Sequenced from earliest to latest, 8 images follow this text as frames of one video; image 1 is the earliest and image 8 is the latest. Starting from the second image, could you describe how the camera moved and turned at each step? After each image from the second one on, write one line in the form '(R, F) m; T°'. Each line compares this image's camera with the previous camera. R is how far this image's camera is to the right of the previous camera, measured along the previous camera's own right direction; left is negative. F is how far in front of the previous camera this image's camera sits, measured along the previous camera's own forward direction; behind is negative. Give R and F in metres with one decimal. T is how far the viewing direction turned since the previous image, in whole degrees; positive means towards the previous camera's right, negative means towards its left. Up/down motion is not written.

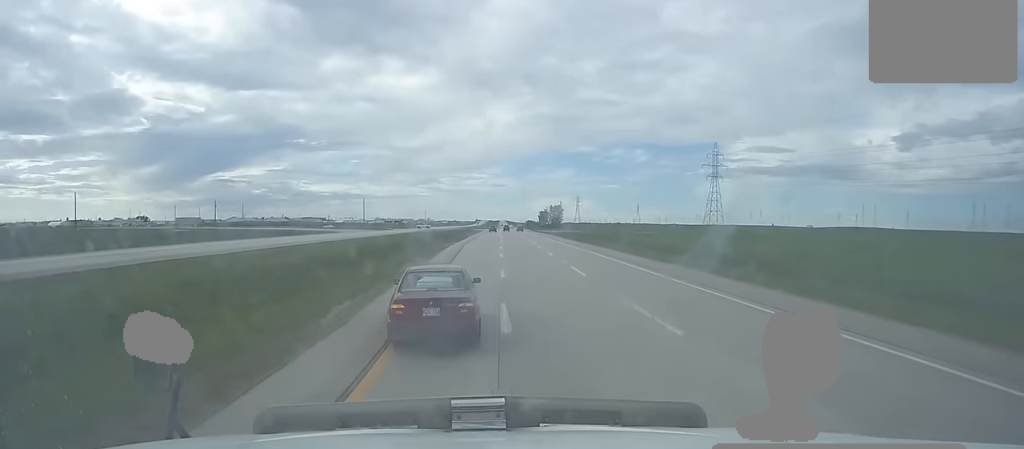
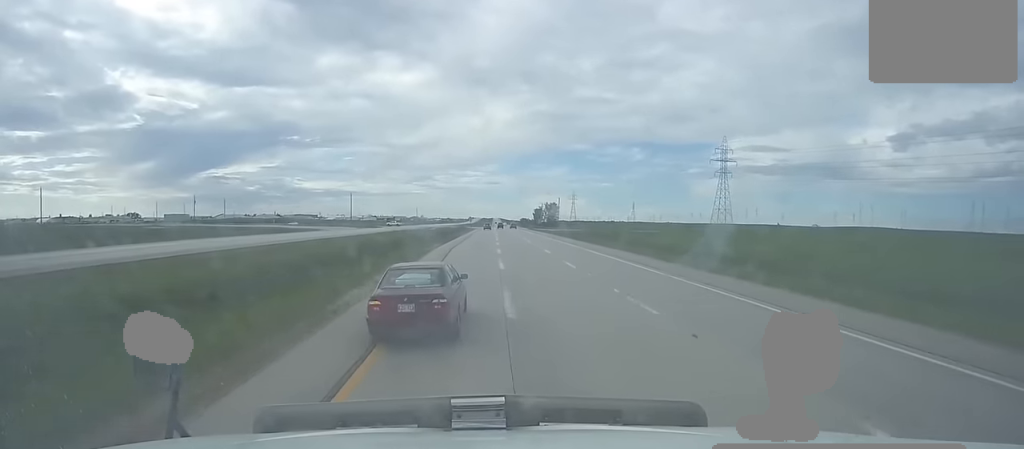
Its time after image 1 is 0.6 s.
(-0.1, +10.4) m; 0°
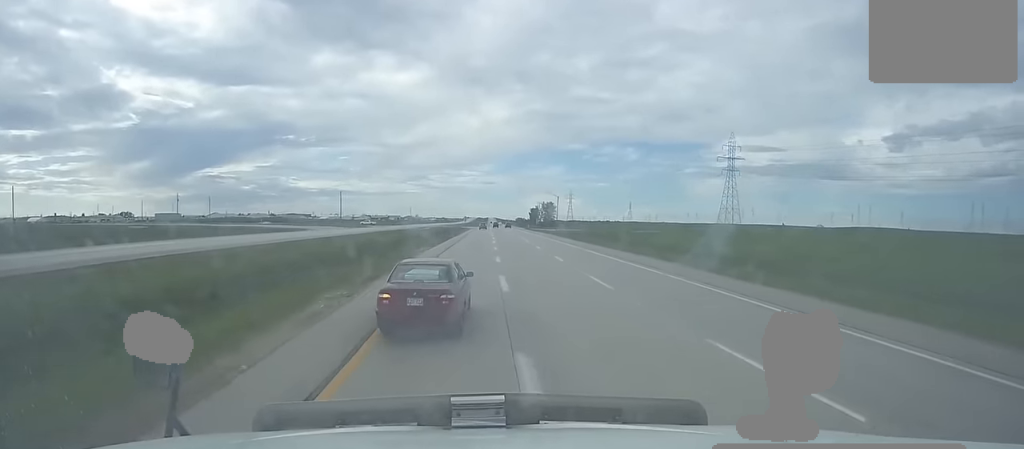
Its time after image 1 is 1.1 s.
(-0.1, +7.9) m; +1°
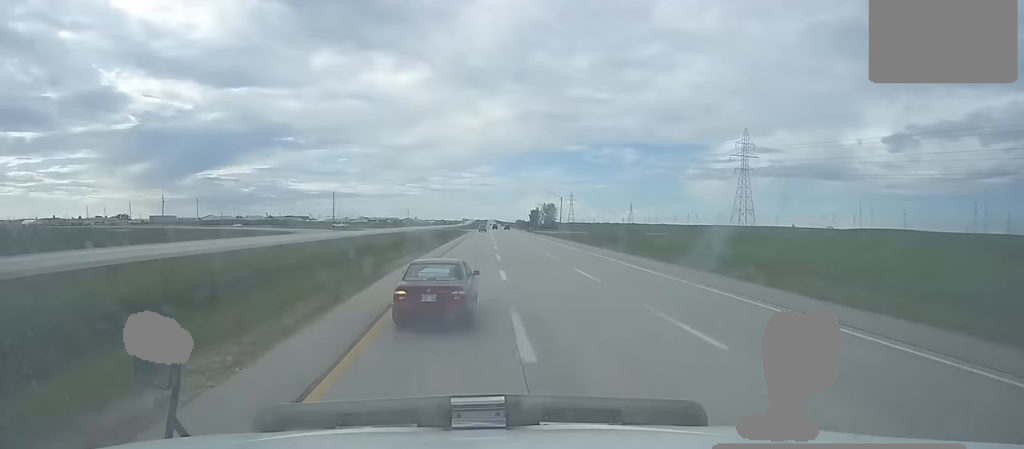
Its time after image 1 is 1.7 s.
(+0.1, +8.7) m; 0°
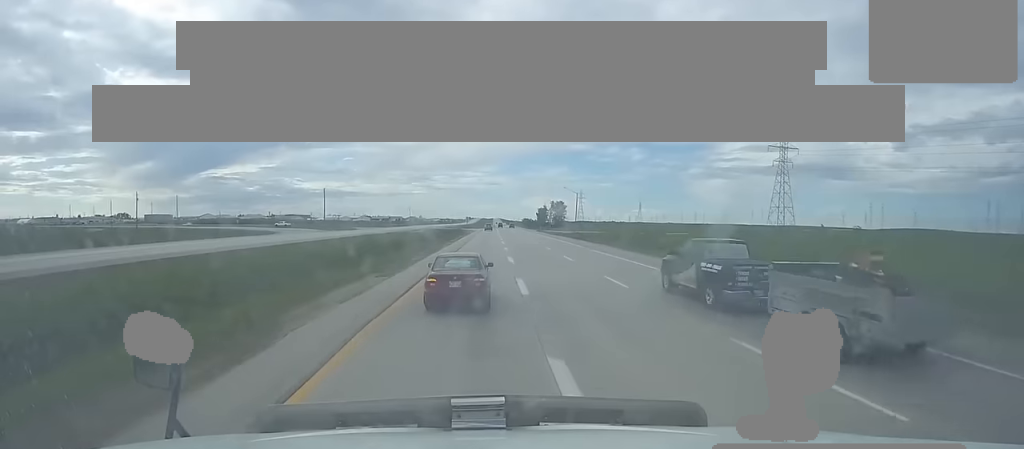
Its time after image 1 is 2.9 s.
(+0.1, +17.0) m; 0°
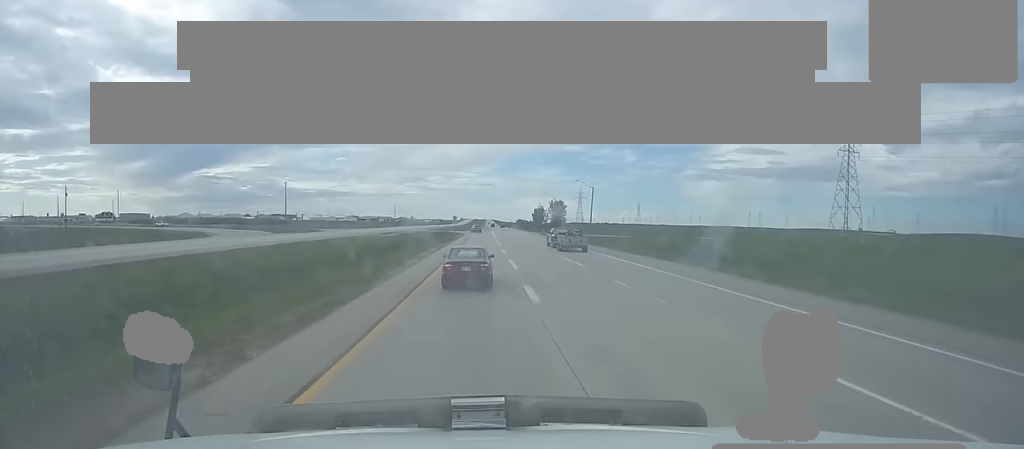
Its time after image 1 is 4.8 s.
(+0.4, +27.1) m; +2°
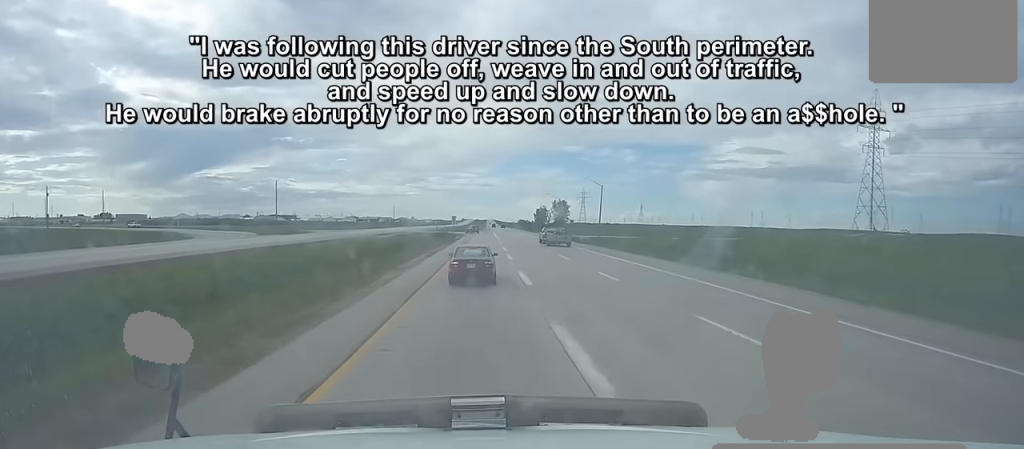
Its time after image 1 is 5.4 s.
(0.0, +7.1) m; 0°
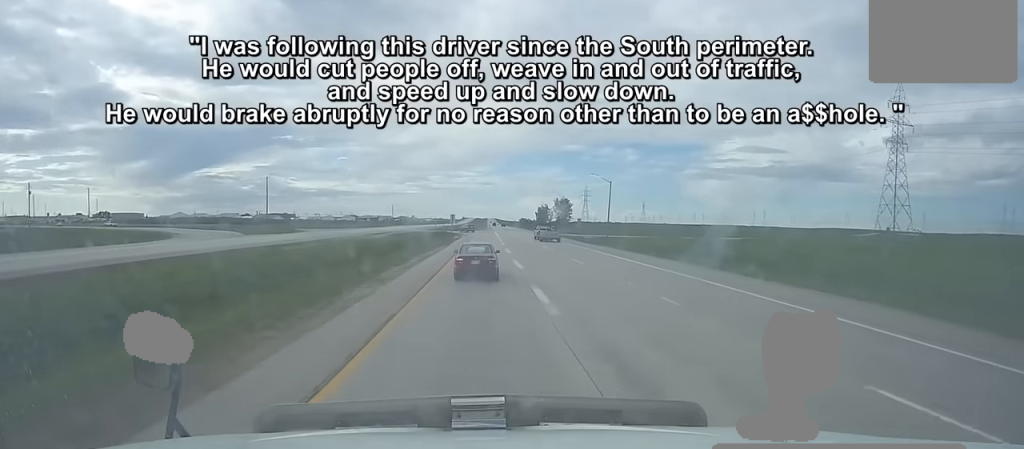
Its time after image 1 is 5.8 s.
(0.0, +6.2) m; -2°
